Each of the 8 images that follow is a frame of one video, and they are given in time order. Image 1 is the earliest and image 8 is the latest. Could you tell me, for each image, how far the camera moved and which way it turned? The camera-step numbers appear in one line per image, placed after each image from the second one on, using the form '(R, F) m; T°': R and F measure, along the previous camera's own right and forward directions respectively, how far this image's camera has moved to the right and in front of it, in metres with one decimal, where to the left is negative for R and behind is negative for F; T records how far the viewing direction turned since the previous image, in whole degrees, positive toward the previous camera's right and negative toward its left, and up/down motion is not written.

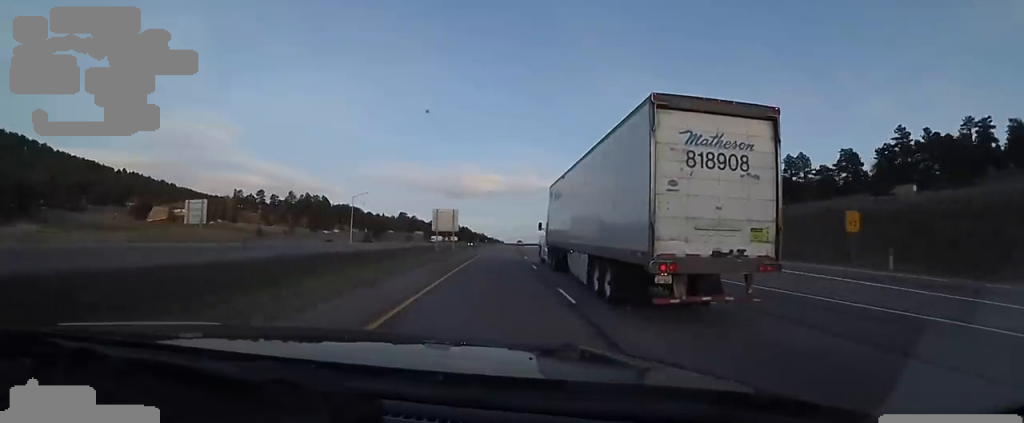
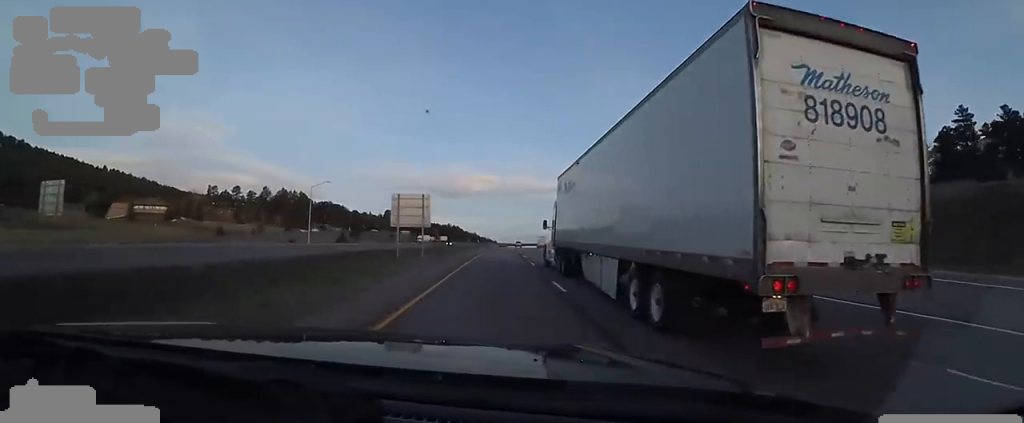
(-0.2, +22.1) m; +2°
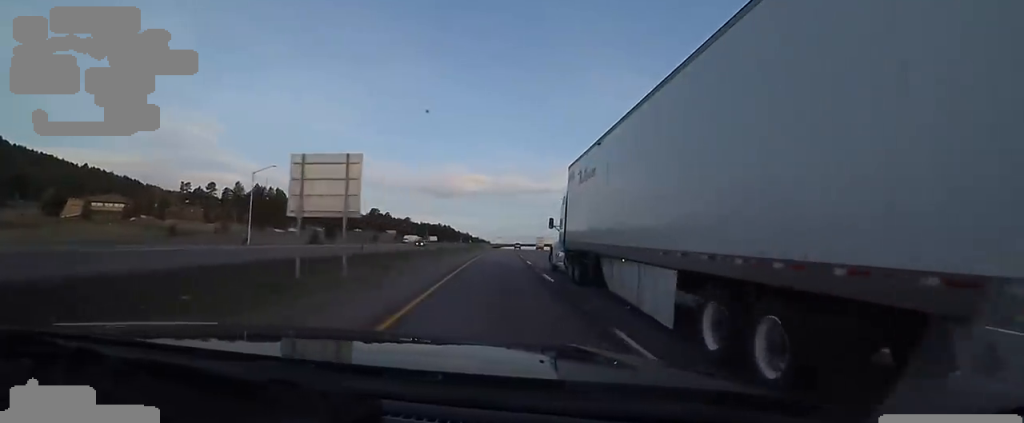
(+1.0, +20.8) m; 0°
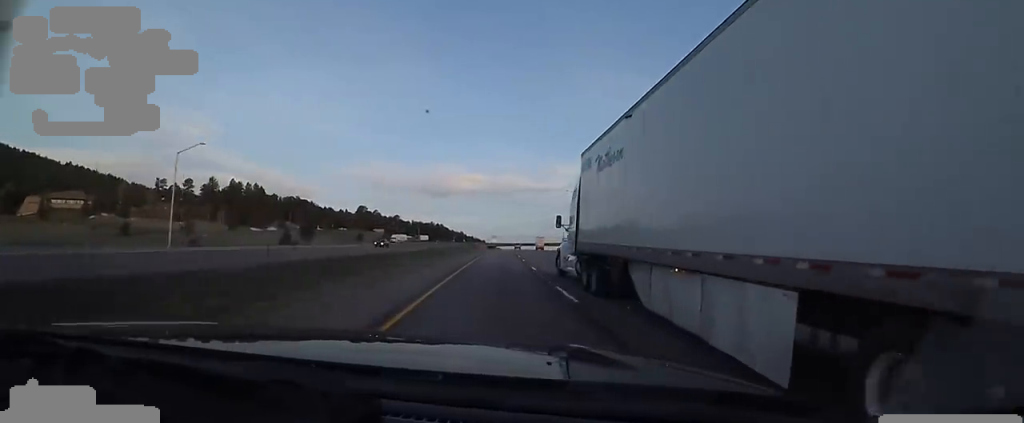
(+0.2, +17.6) m; 0°
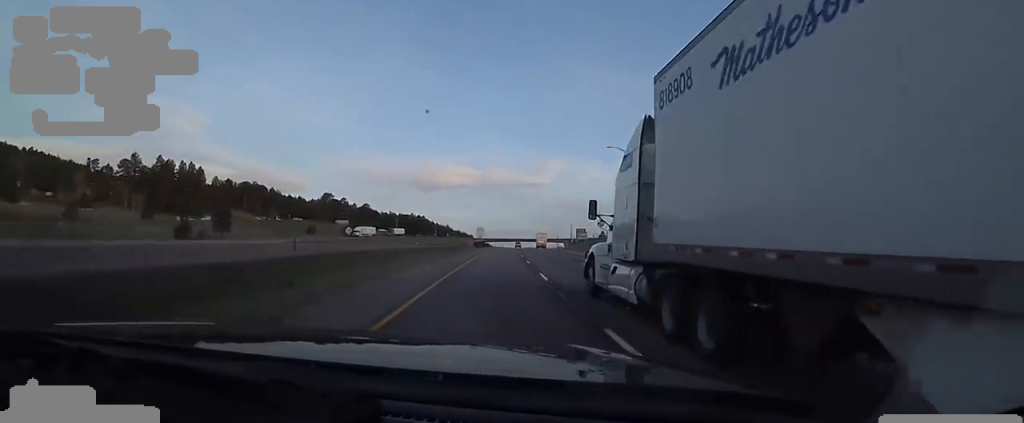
(-0.2, +42.3) m; +2°
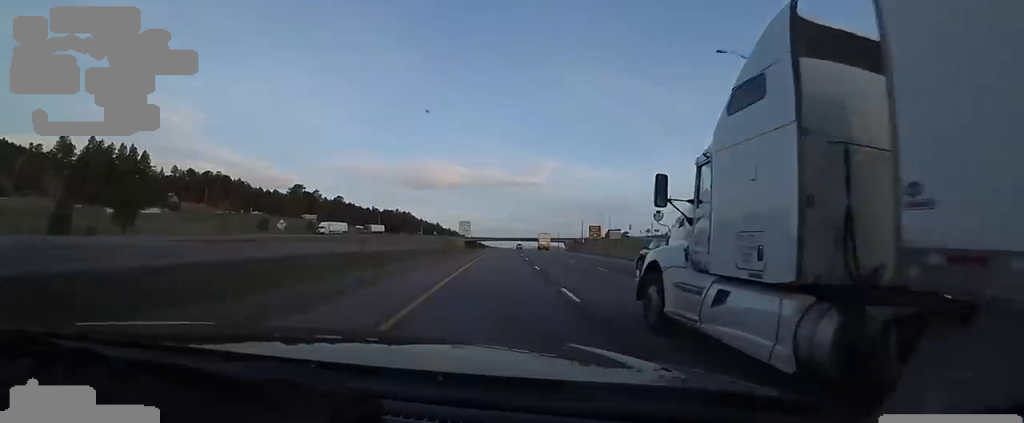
(+0.5, +29.1) m; +2°
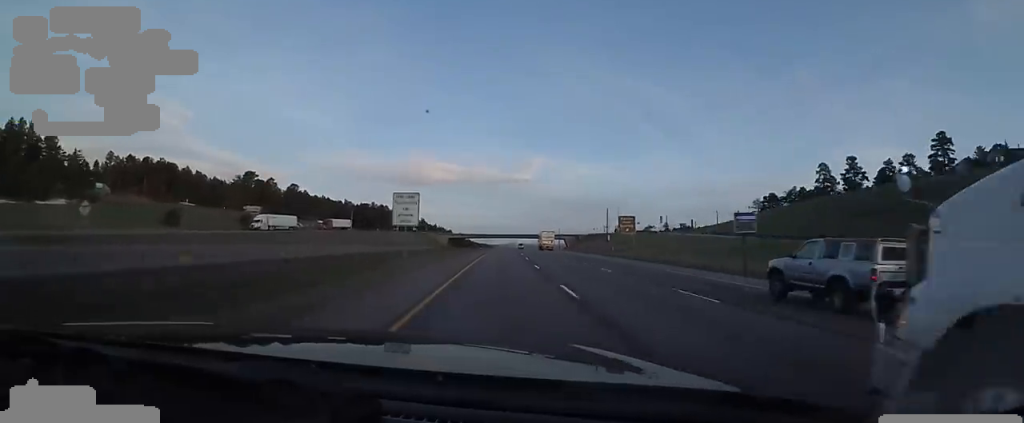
(+1.0, +35.6) m; +1°
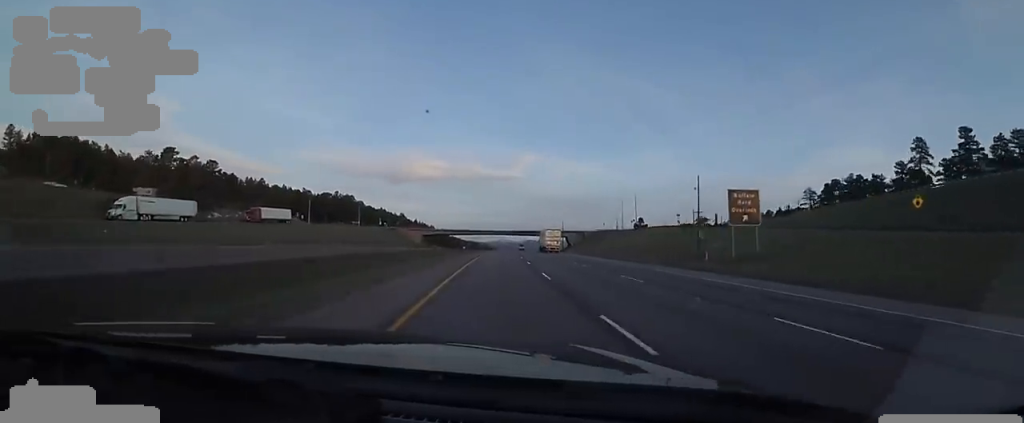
(-0.9, +41.9) m; 0°
